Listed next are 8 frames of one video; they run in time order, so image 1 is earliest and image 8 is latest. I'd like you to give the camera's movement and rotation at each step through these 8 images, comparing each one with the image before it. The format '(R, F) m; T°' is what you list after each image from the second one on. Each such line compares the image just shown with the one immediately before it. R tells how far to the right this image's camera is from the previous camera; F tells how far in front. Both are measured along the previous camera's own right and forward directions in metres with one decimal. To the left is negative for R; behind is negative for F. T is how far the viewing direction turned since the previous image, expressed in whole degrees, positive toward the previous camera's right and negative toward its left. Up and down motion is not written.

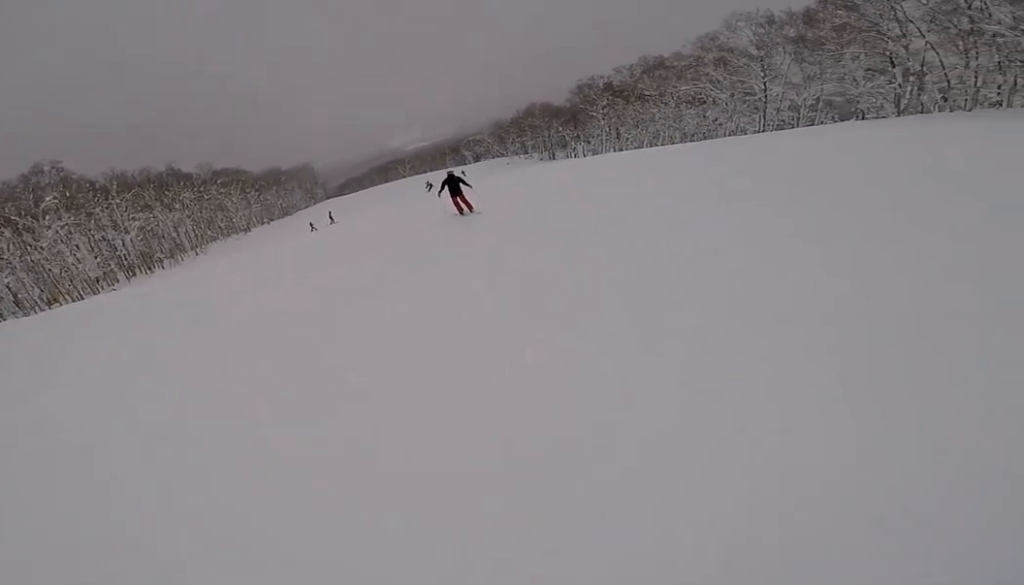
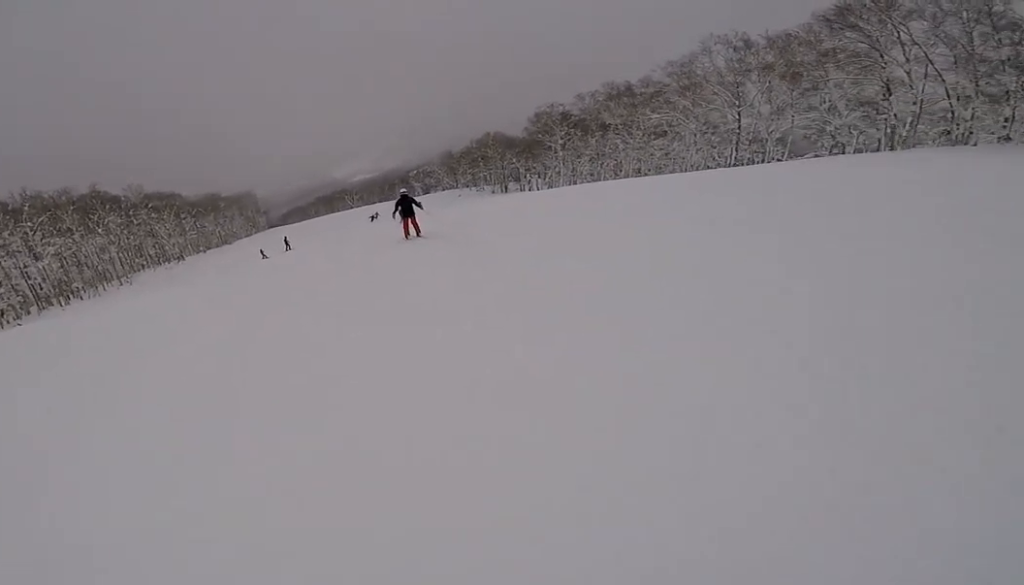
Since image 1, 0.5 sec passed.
(-0.4, +5.0) m; +4°
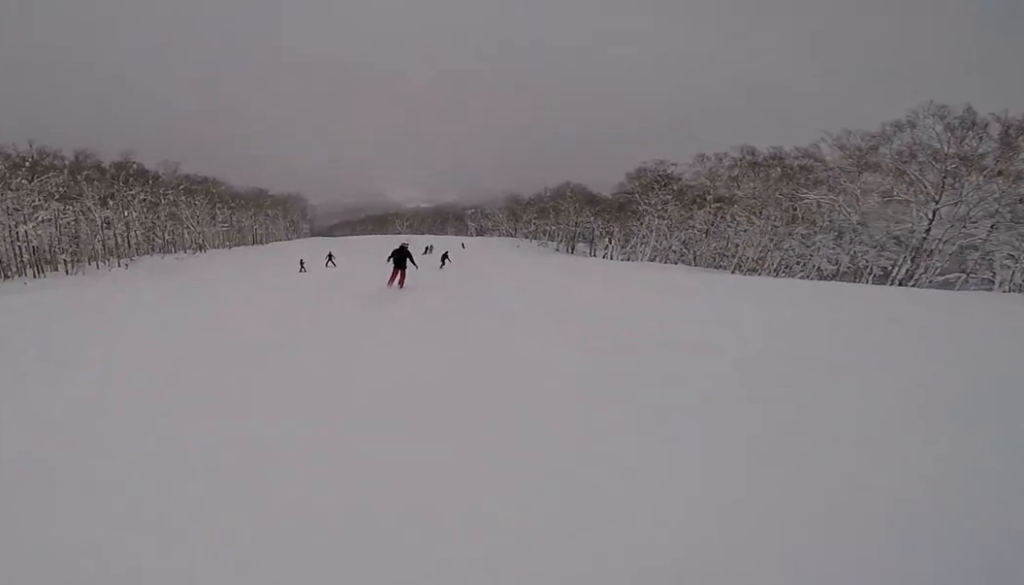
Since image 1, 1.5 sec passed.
(+1.8, +11.5) m; +8°
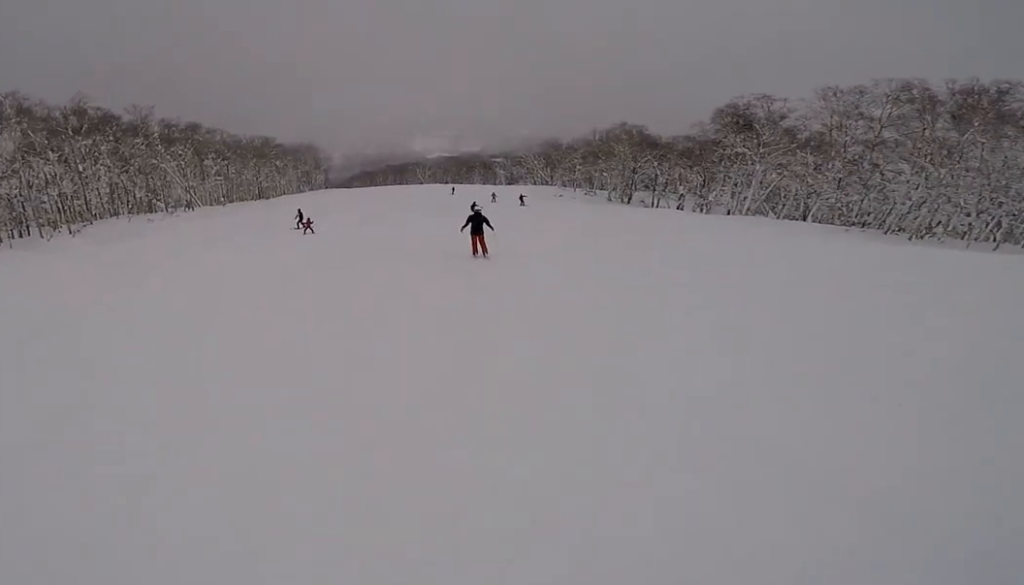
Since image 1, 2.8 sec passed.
(-0.2, +14.3) m; 0°
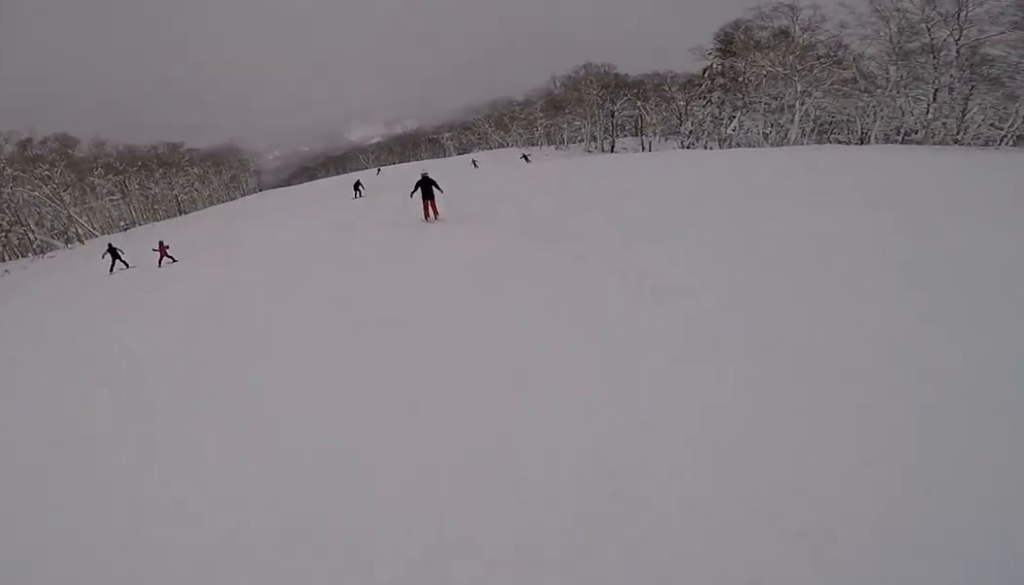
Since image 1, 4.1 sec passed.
(+0.3, +14.4) m; +1°
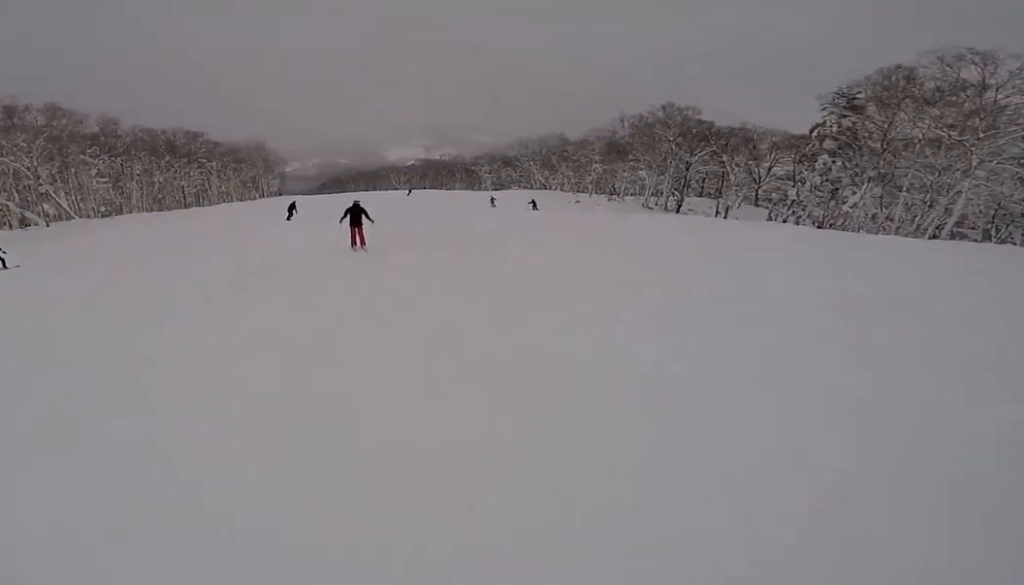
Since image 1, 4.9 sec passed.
(0.0, +9.6) m; -4°
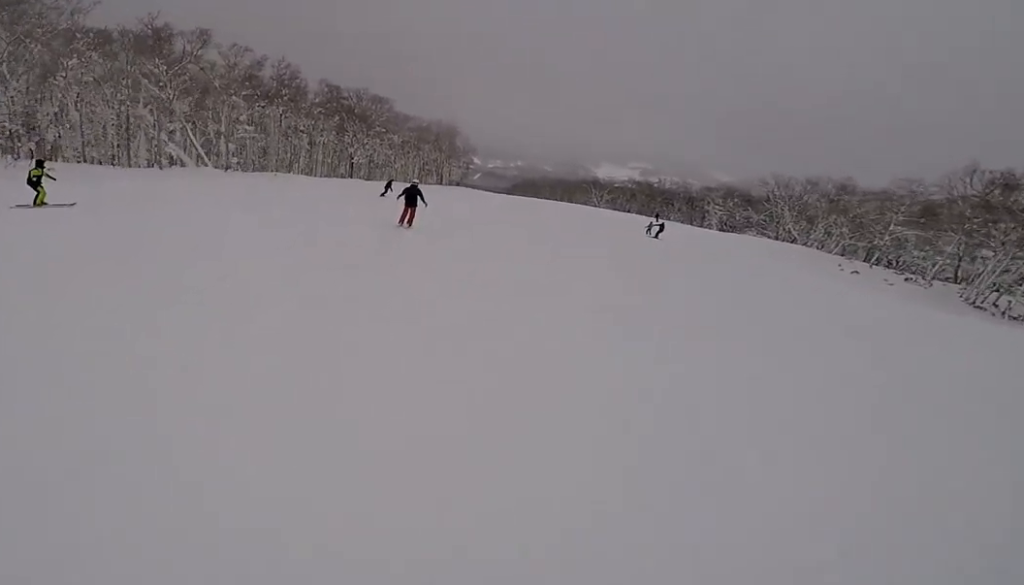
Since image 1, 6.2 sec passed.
(-1.6, +14.5) m; -12°
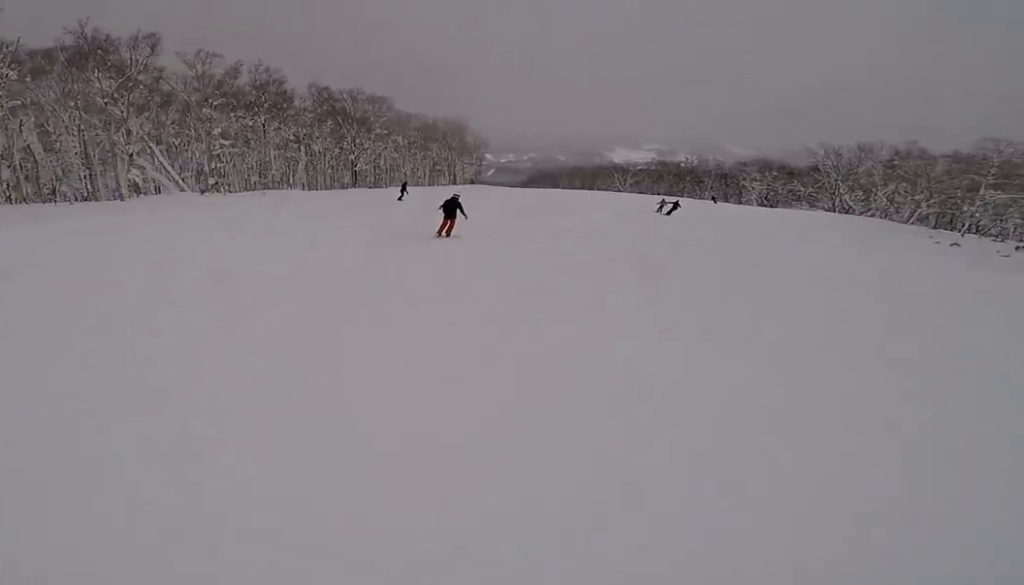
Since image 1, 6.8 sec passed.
(-0.3, +7.1) m; 0°
